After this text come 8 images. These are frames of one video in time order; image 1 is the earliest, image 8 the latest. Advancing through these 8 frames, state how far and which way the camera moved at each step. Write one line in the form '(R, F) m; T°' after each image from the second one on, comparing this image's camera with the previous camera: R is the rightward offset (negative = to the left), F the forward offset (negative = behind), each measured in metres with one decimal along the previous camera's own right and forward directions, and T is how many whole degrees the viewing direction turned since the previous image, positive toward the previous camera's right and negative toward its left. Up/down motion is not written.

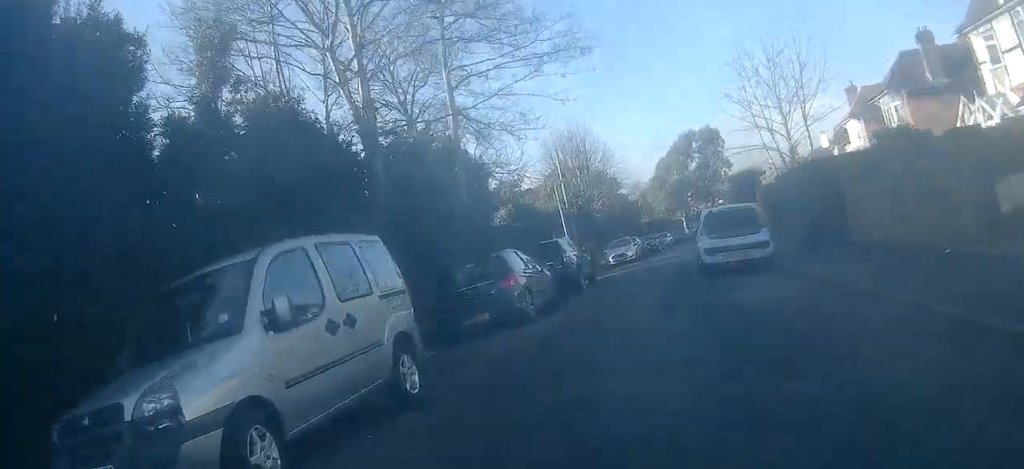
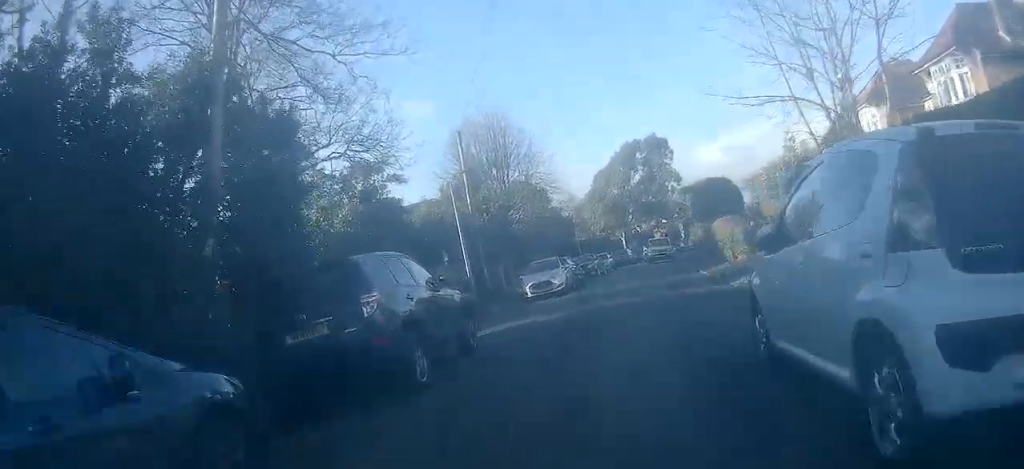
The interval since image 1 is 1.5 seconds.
(+0.1, +12.0) m; +2°
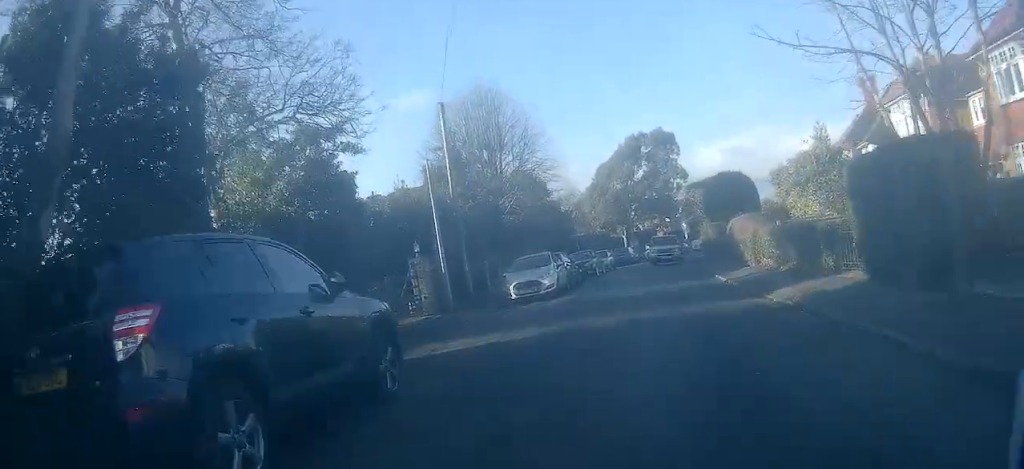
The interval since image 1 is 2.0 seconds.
(0.0, +3.7) m; 0°
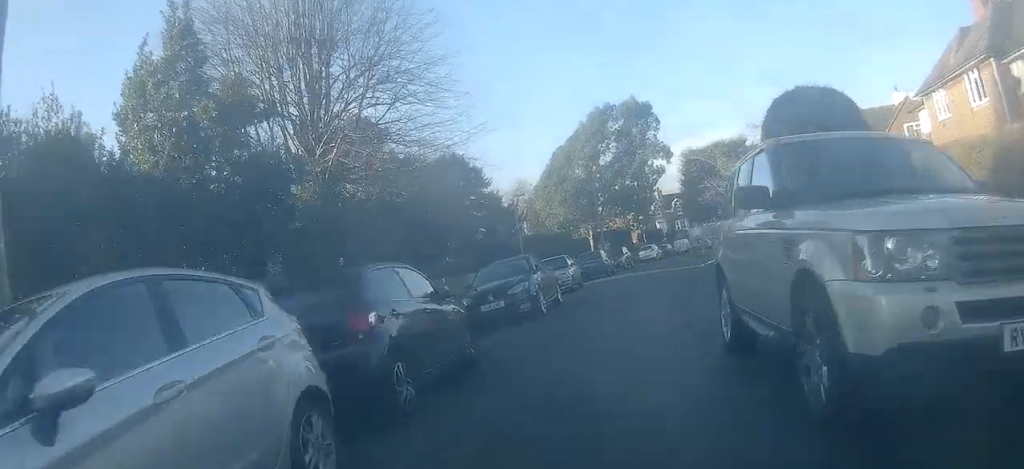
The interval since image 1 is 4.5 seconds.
(+1.3, +17.3) m; +13°
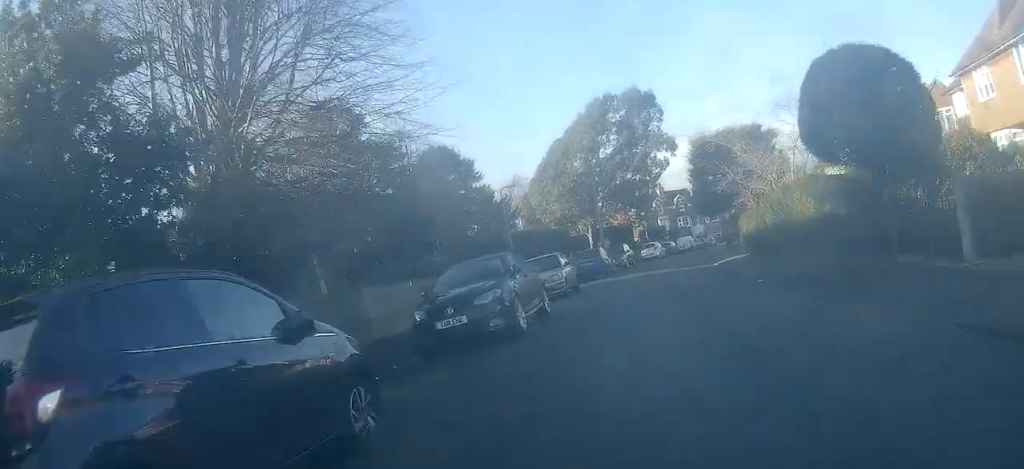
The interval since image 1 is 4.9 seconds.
(+0.1, +3.1) m; +3°
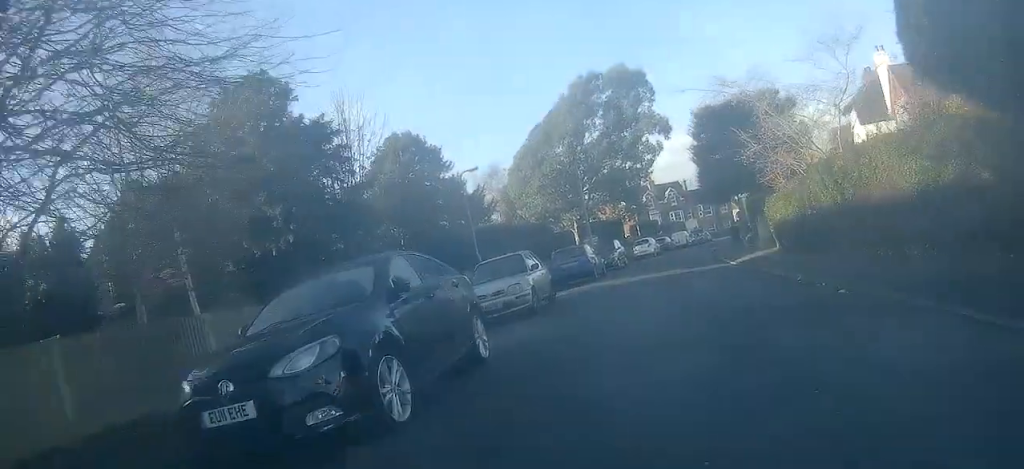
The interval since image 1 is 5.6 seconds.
(+0.1, +5.6) m; +1°
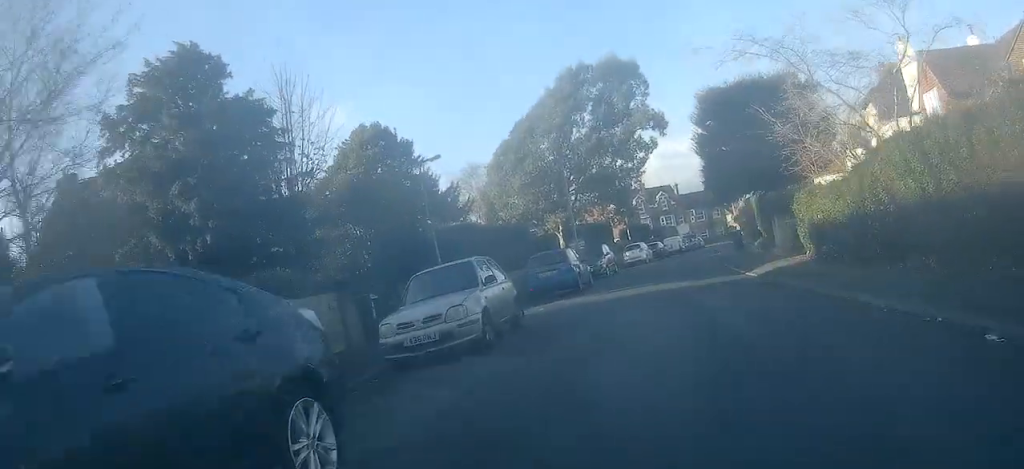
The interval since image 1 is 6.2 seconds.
(0.0, +4.0) m; +3°
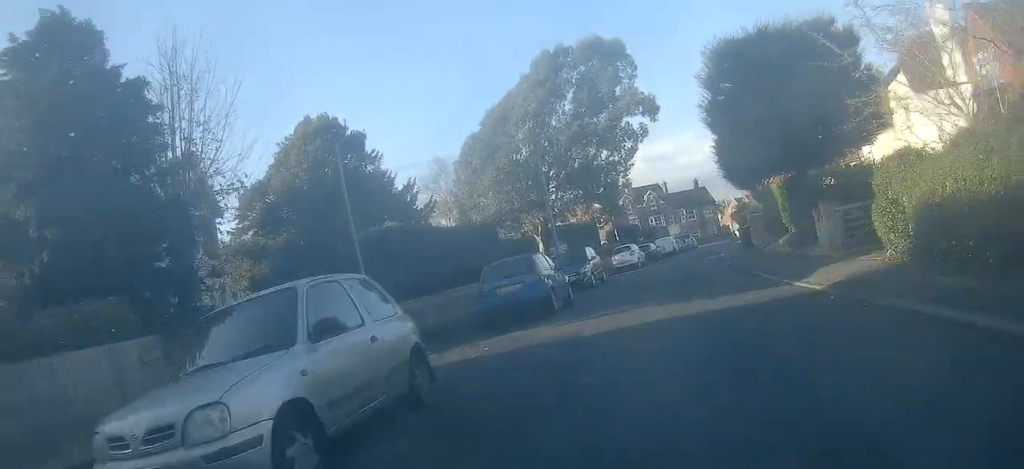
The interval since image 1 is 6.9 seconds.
(0.0, +5.6) m; +5°
